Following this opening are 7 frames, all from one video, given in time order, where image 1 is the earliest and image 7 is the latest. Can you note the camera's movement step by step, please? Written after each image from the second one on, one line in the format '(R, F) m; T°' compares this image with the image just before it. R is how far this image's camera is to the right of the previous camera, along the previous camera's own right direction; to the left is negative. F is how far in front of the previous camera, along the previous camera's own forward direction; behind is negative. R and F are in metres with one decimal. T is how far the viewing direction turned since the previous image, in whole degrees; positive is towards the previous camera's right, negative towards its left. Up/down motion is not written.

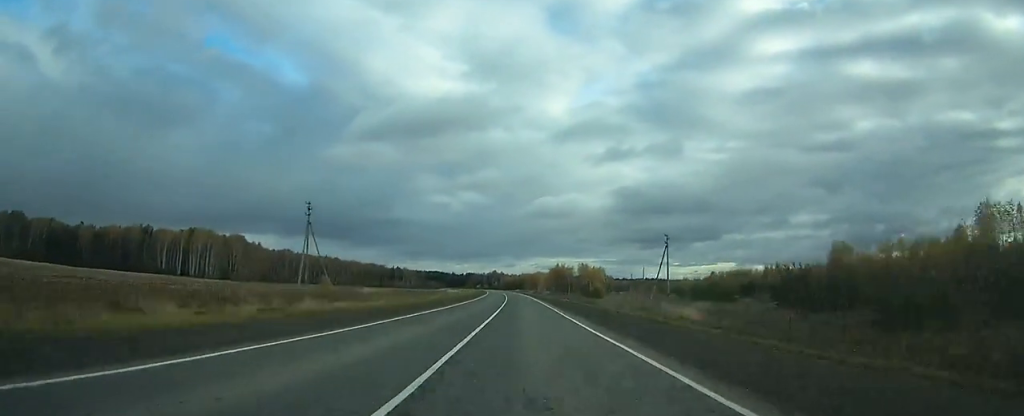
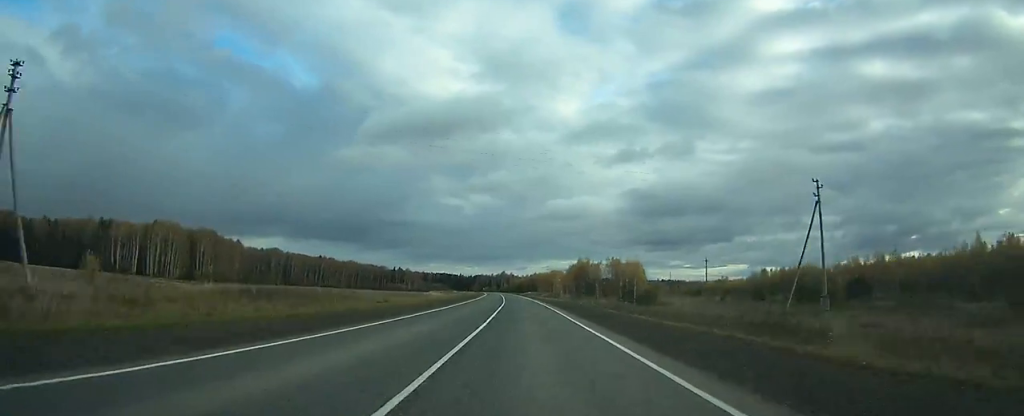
(-0.6, +49.0) m; -1°
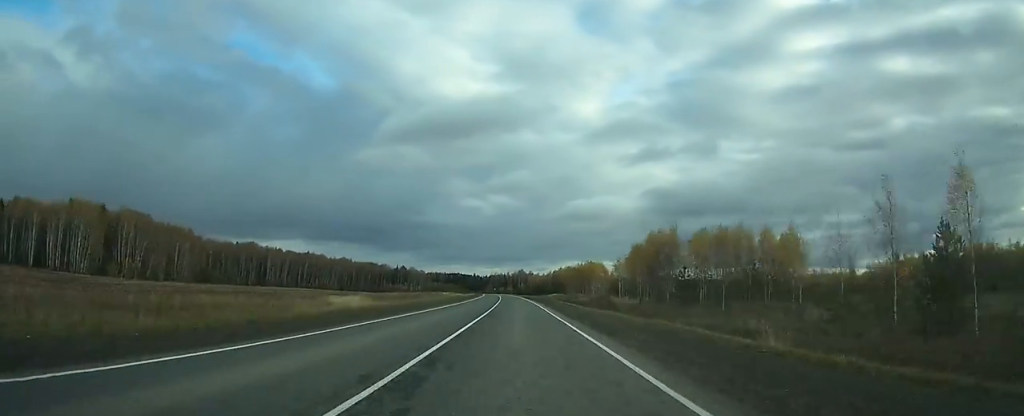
(-1.6, +78.4) m; -2°
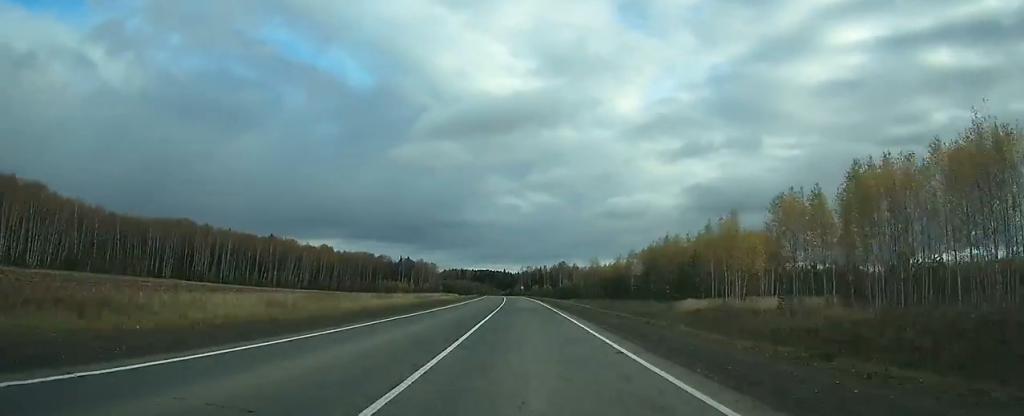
(-4.0, +128.8) m; -3°
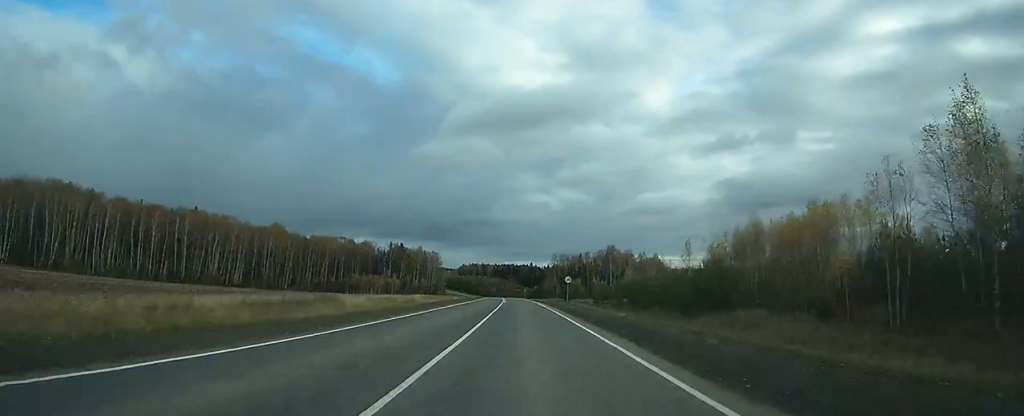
(-2.6, +111.4) m; -3°
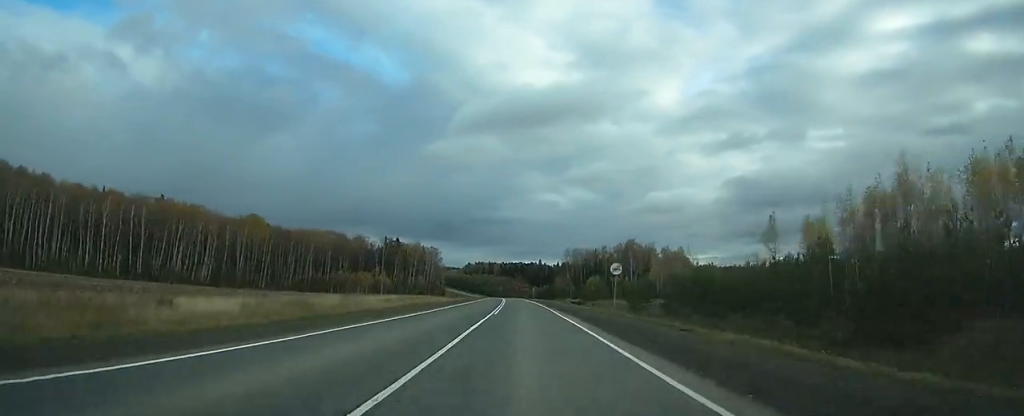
(-0.1, +30.7) m; -1°
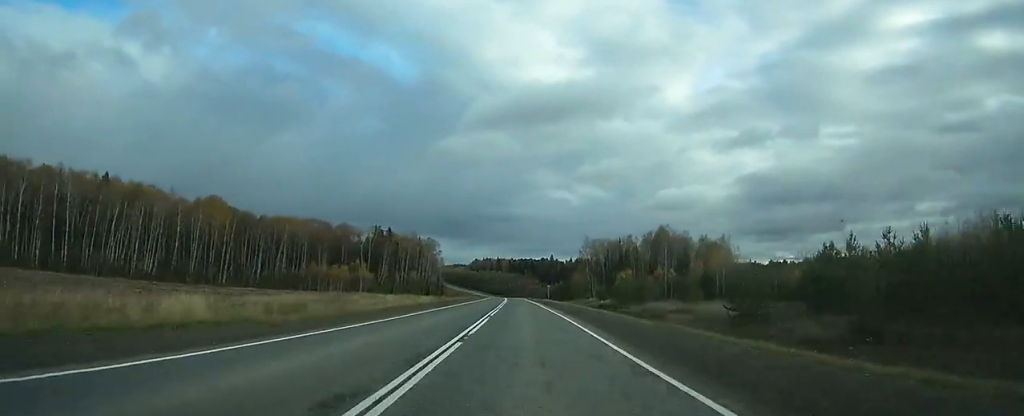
(-0.5, +38.6) m; -1°
